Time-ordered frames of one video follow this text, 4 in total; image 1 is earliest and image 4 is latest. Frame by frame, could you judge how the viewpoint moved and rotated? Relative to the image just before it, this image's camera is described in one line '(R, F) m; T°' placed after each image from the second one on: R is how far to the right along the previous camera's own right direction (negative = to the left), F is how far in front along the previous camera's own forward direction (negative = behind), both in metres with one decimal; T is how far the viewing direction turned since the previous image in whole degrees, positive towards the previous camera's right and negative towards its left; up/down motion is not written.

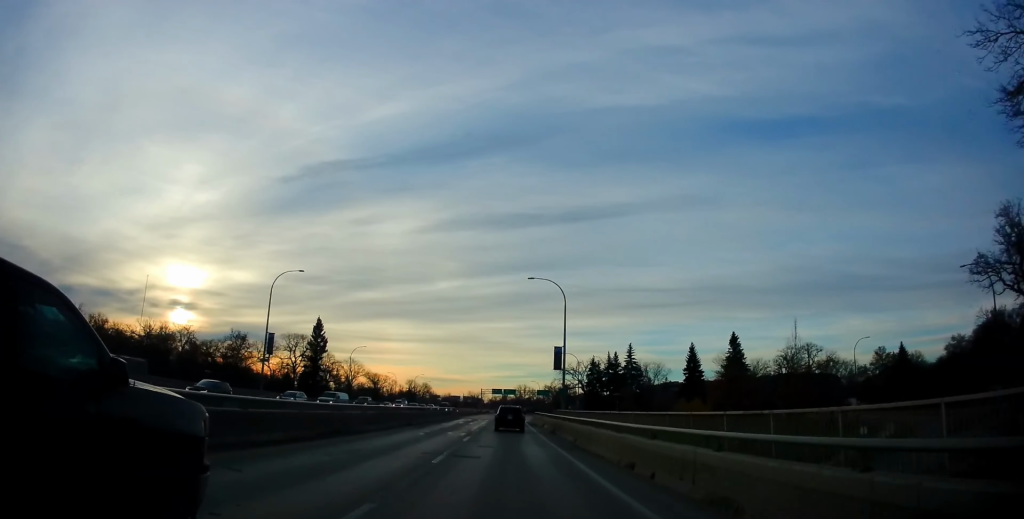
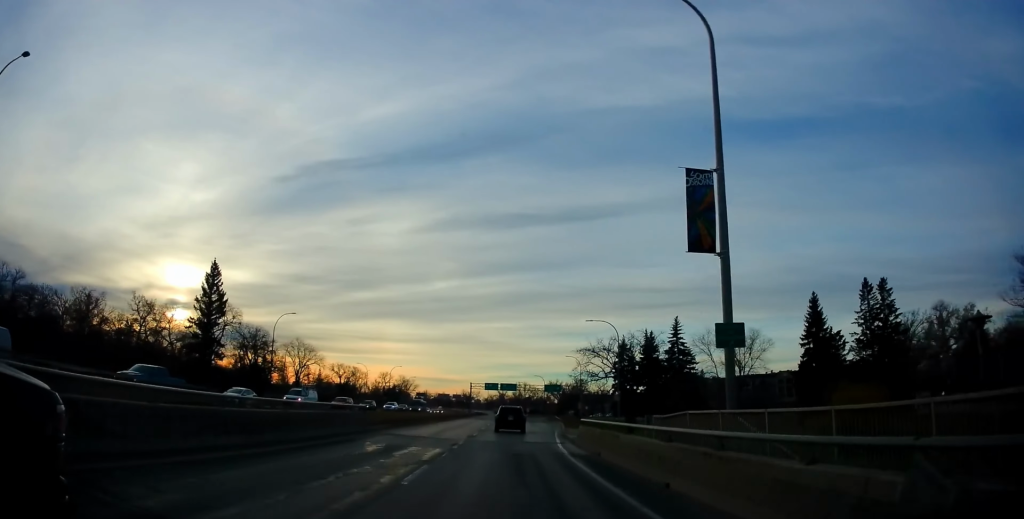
(0.0, +40.8) m; -1°
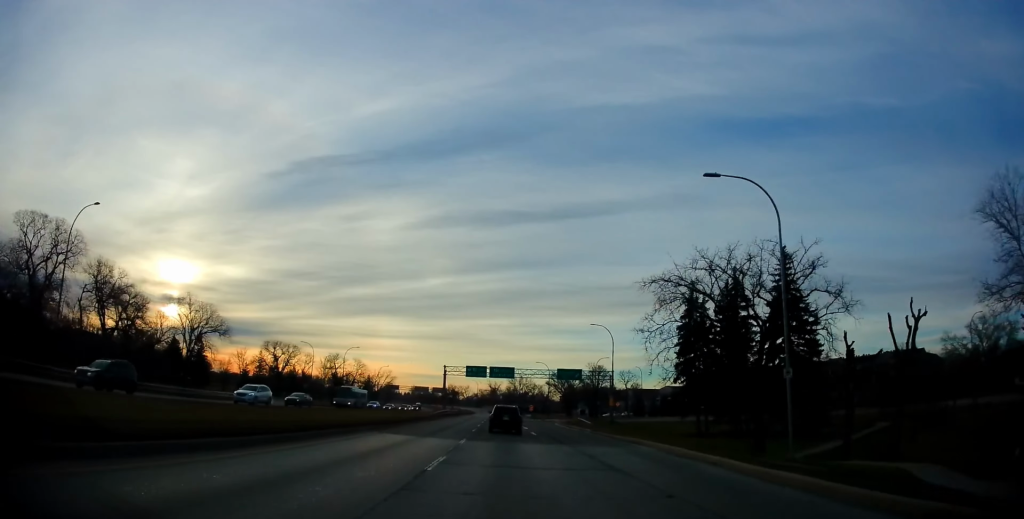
(+0.2, +43.4) m; +1°
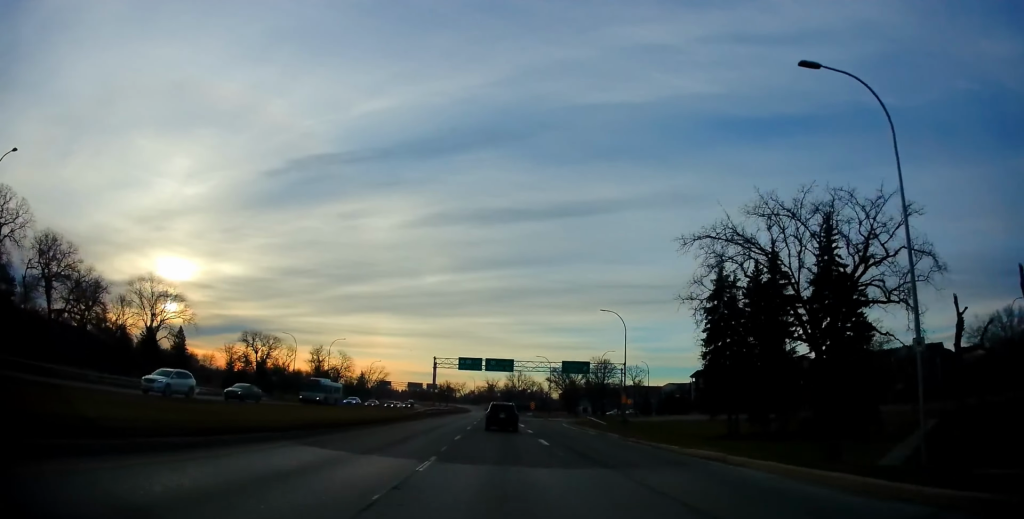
(-0.1, +9.8) m; 0°
